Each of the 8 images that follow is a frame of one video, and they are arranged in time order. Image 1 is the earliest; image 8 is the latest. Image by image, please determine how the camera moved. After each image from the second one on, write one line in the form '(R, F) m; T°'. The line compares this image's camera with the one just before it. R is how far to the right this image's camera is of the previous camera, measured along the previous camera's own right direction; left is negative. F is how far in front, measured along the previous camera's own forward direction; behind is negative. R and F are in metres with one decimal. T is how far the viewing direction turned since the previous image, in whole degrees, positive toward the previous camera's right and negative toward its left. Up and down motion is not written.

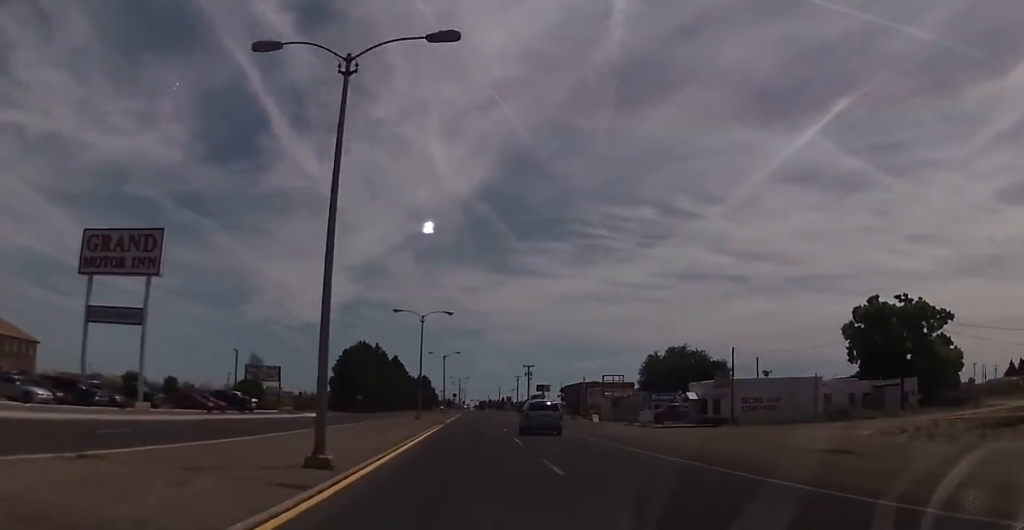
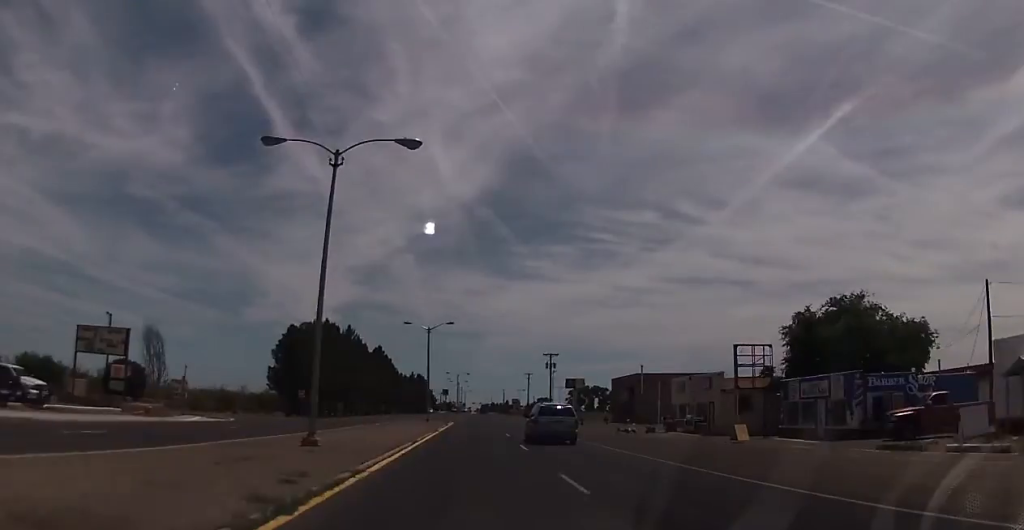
(0.0, +38.7) m; +1°
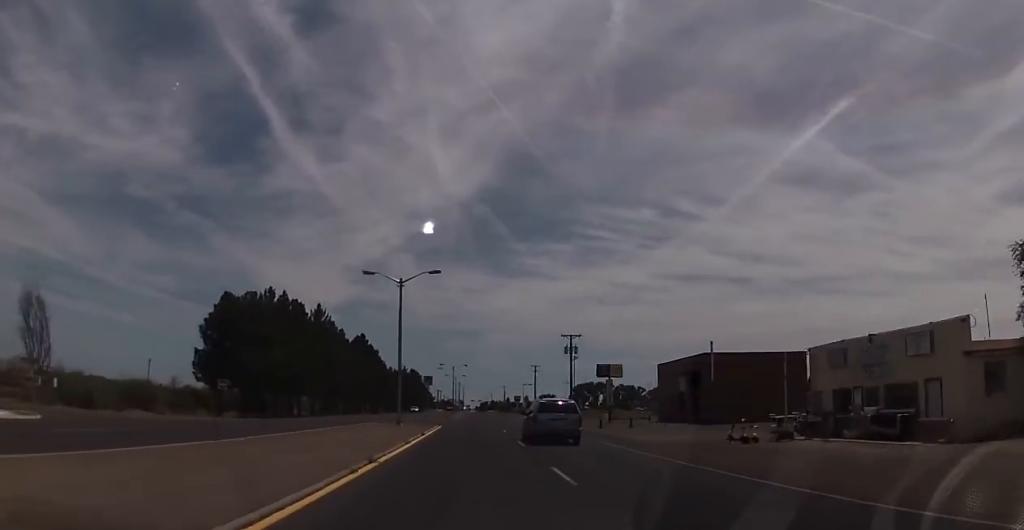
(+0.5, +23.5) m; -2°
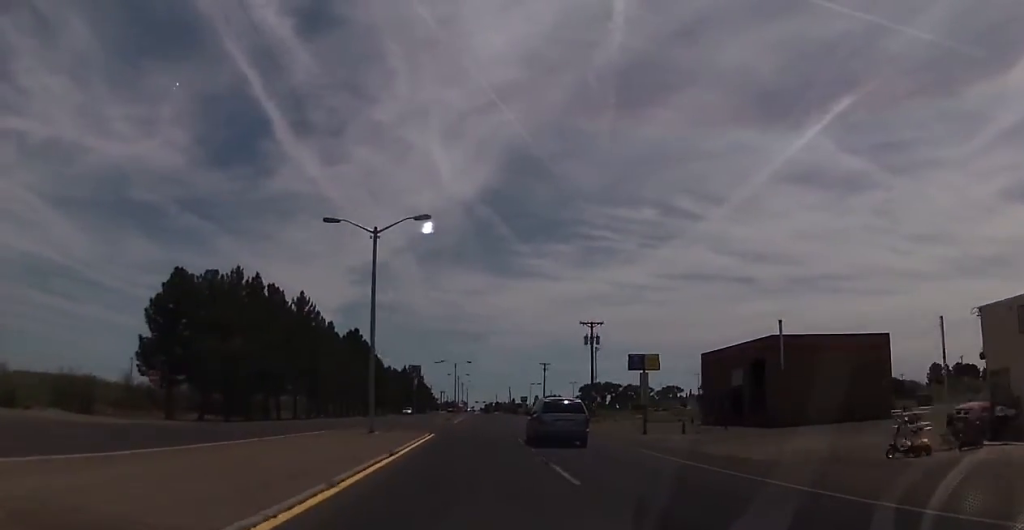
(-0.7, +12.2) m; -1°
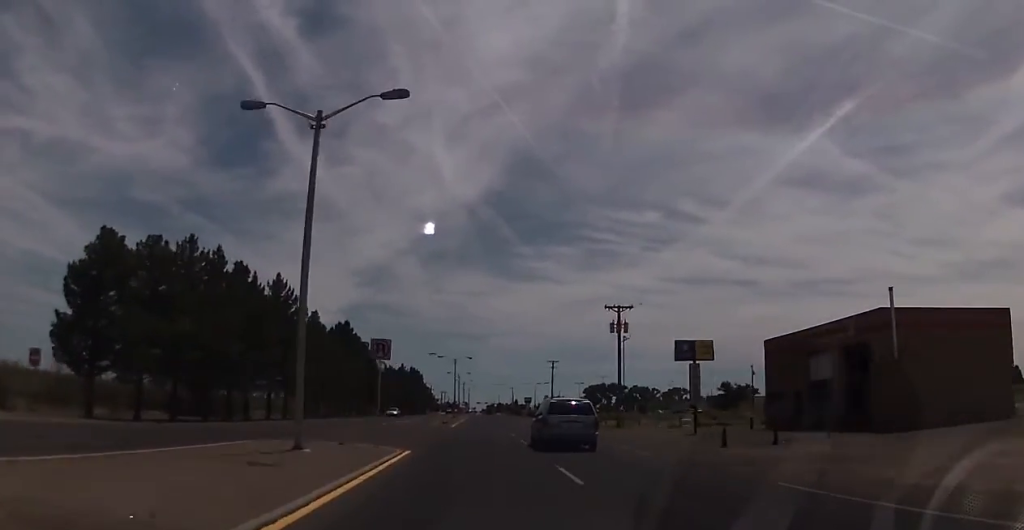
(-0.1, +12.2) m; 0°
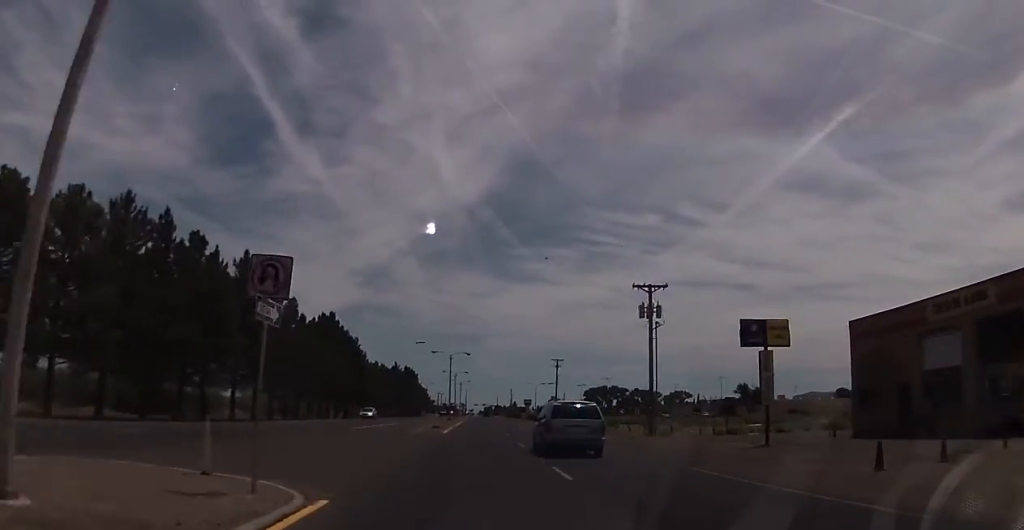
(+0.2, +10.9) m; +1°
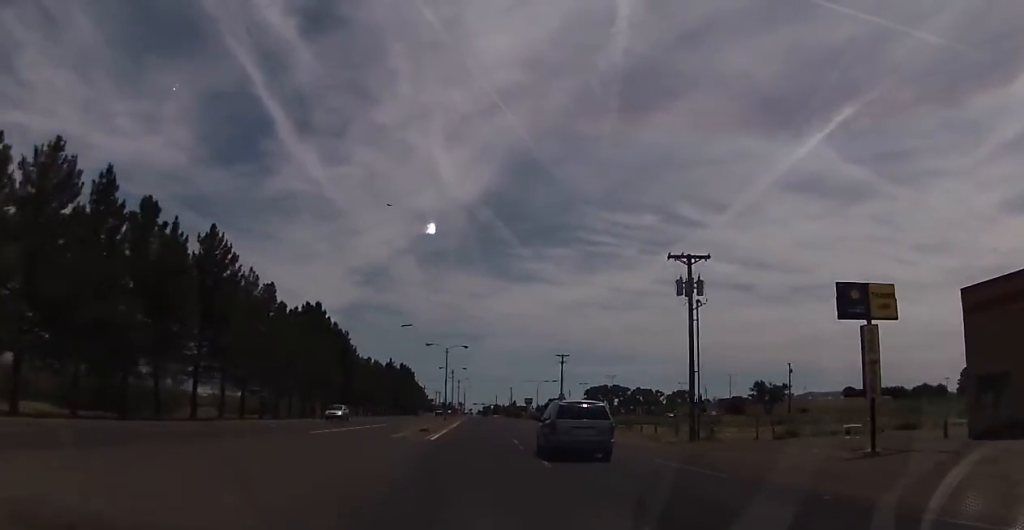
(0.0, +9.0) m; 0°
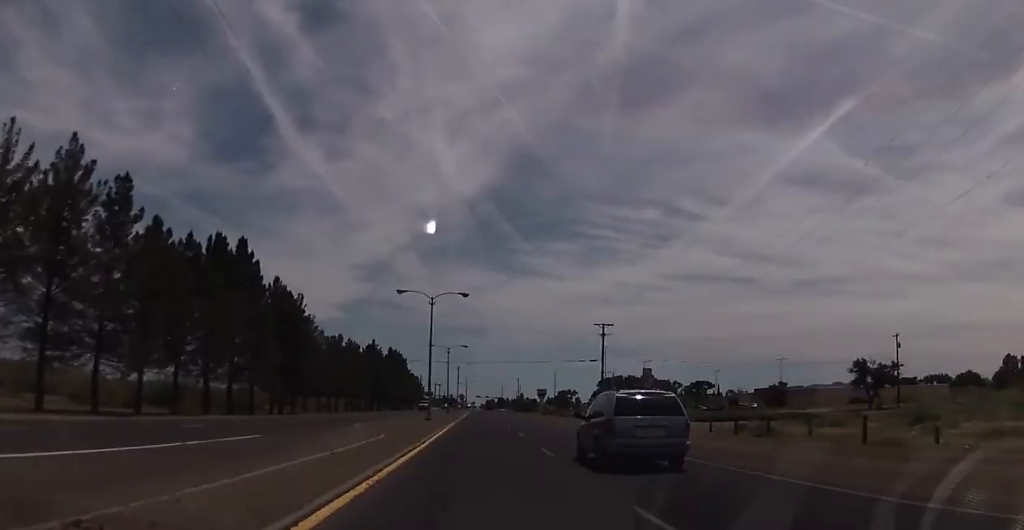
(0.0, +35.0) m; 0°
